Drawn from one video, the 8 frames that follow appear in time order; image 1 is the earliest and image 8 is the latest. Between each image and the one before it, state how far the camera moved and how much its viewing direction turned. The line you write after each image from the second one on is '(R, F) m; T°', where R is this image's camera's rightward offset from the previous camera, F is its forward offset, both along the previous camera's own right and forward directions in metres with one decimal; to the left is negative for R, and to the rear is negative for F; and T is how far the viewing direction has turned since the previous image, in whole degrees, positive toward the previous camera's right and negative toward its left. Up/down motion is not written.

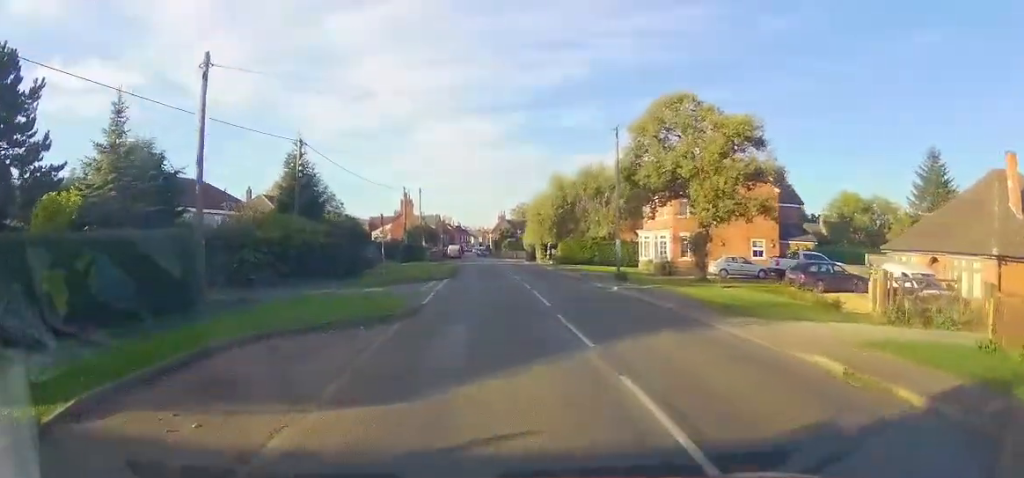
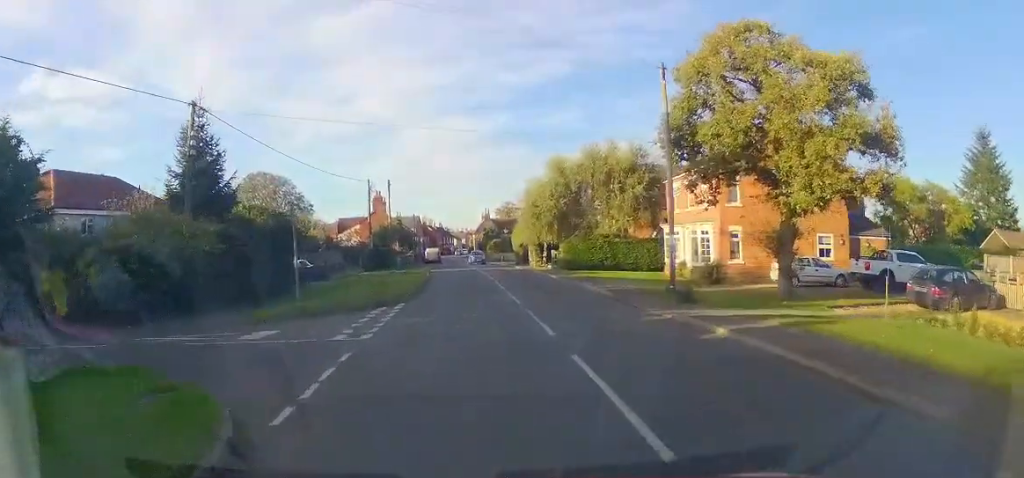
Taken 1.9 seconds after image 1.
(0.0, +11.0) m; -2°
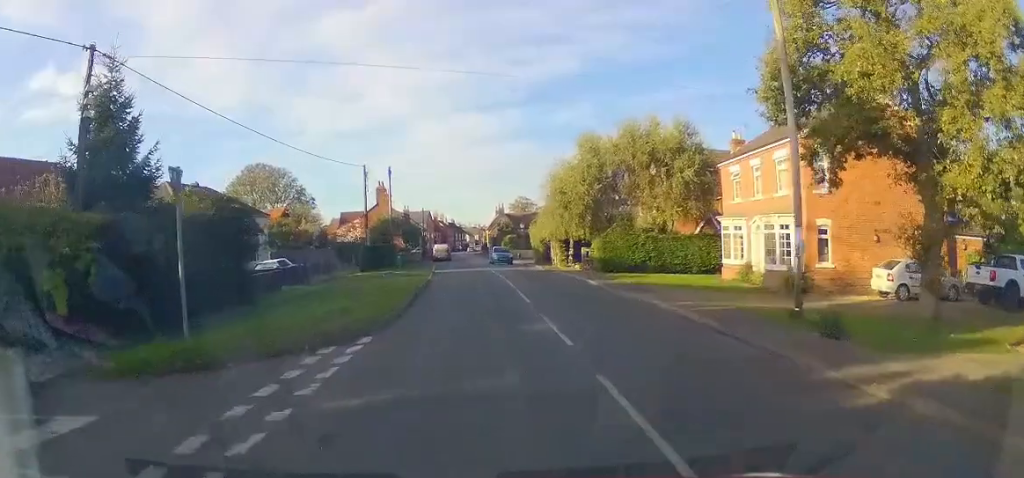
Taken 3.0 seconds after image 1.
(-0.2, +7.4) m; -1°
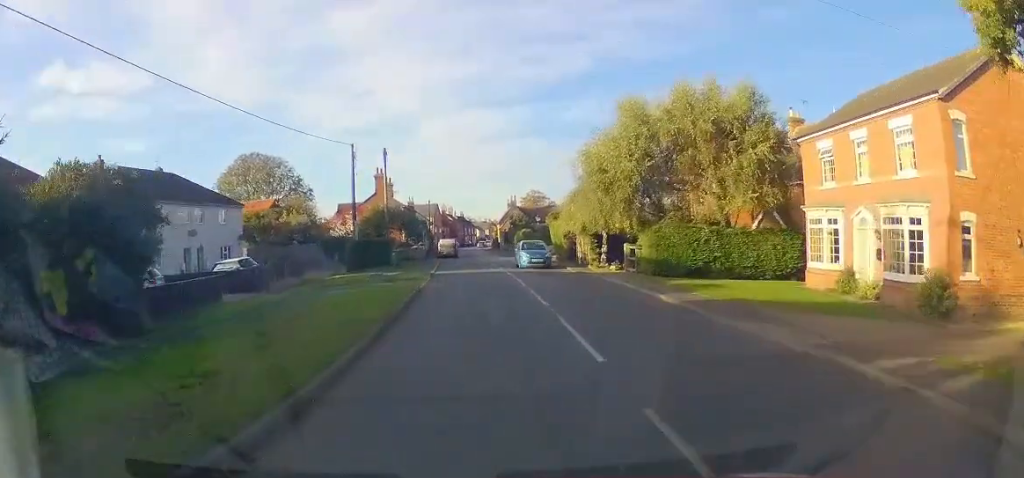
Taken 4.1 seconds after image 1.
(+0.1, +7.8) m; -1°
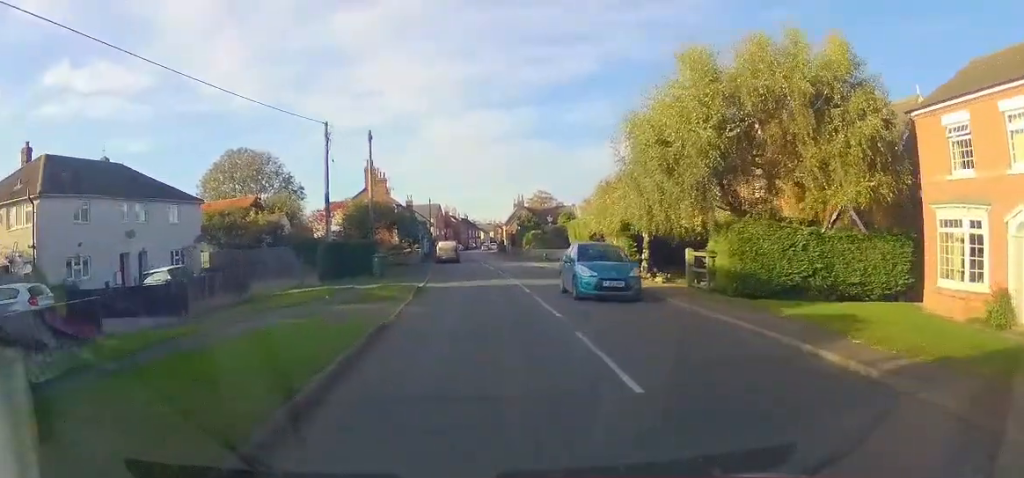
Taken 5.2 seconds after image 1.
(-0.2, +7.7) m; -1°
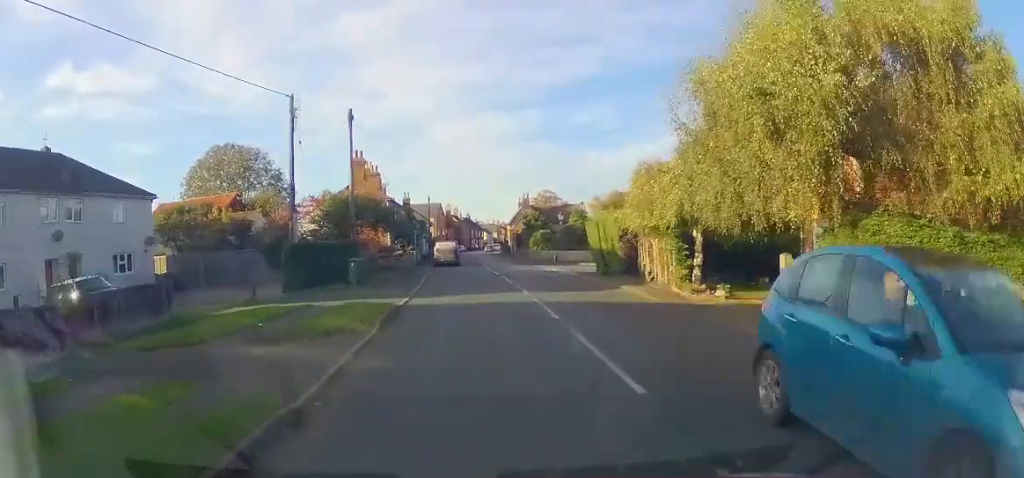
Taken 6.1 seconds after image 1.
(+0.2, +6.3) m; +2°
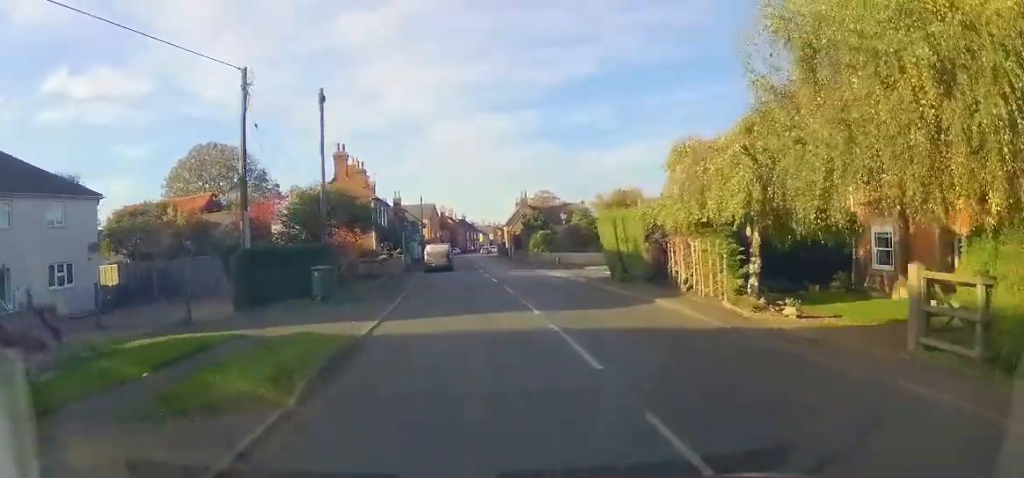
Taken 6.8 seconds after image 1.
(+0.1, +4.7) m; 0°
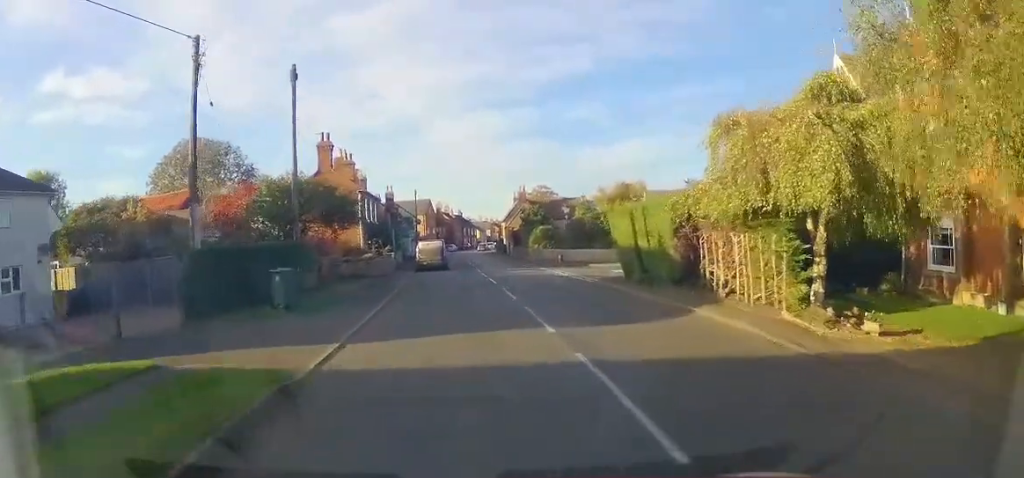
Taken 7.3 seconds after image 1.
(0.0, +3.4) m; 0°
